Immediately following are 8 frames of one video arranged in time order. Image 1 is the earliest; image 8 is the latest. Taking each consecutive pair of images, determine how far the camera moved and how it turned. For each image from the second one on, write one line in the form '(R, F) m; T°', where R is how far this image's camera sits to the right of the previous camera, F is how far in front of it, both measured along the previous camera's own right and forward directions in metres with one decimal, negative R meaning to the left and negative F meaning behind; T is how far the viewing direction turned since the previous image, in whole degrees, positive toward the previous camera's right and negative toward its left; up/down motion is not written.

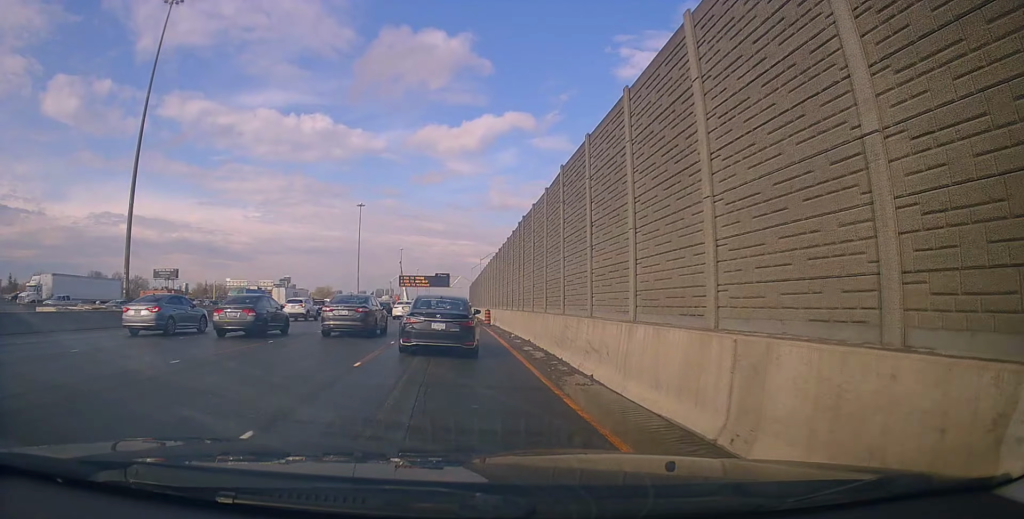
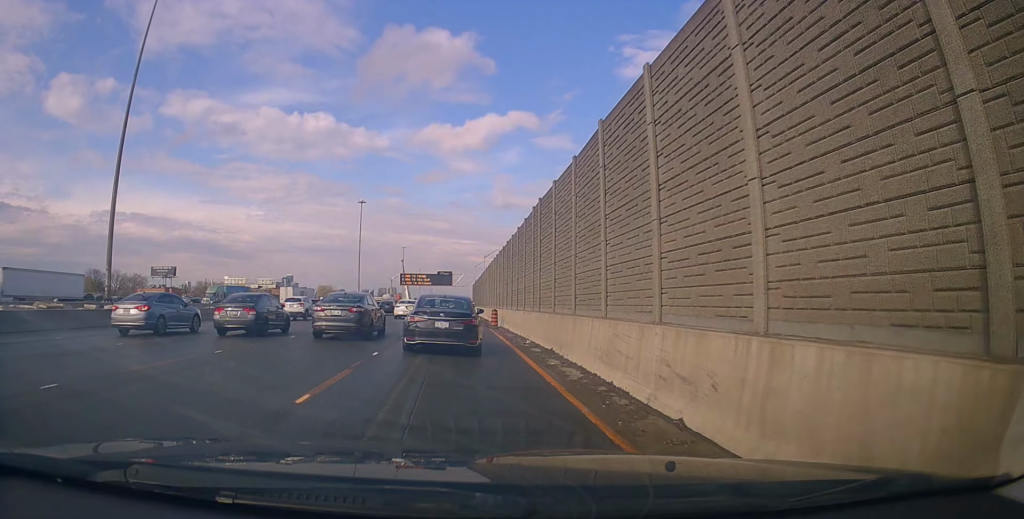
(-0.4, +4.1) m; -2°
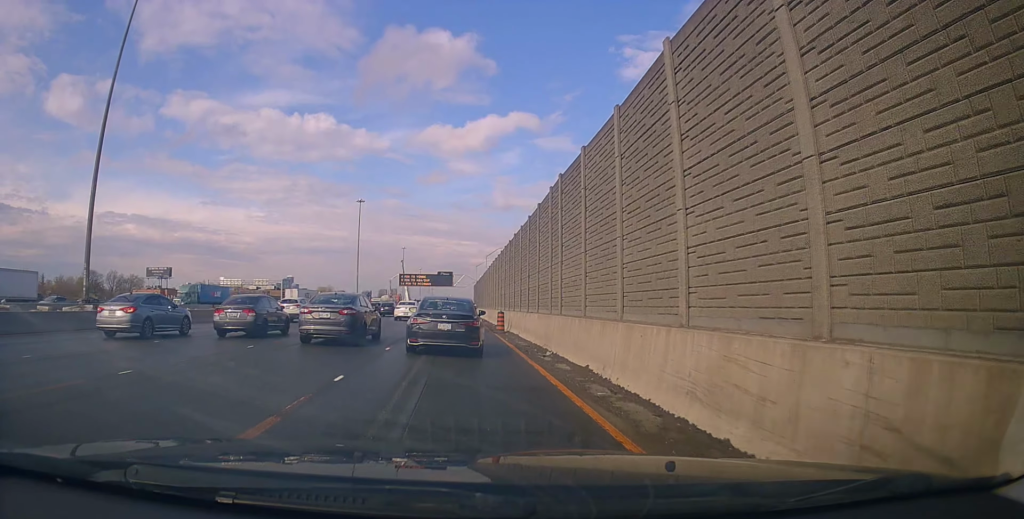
(0.0, +4.1) m; +1°
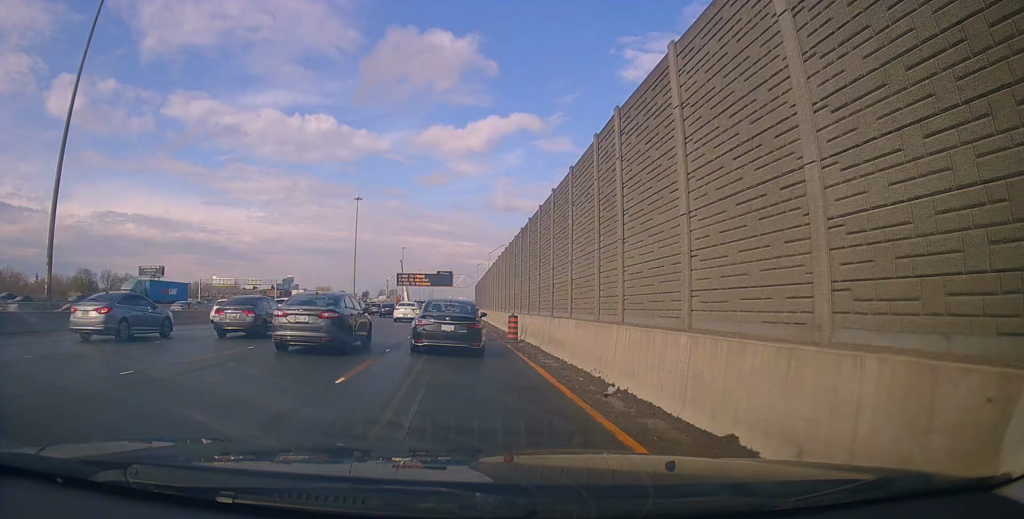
(+0.1, +6.0) m; +4°
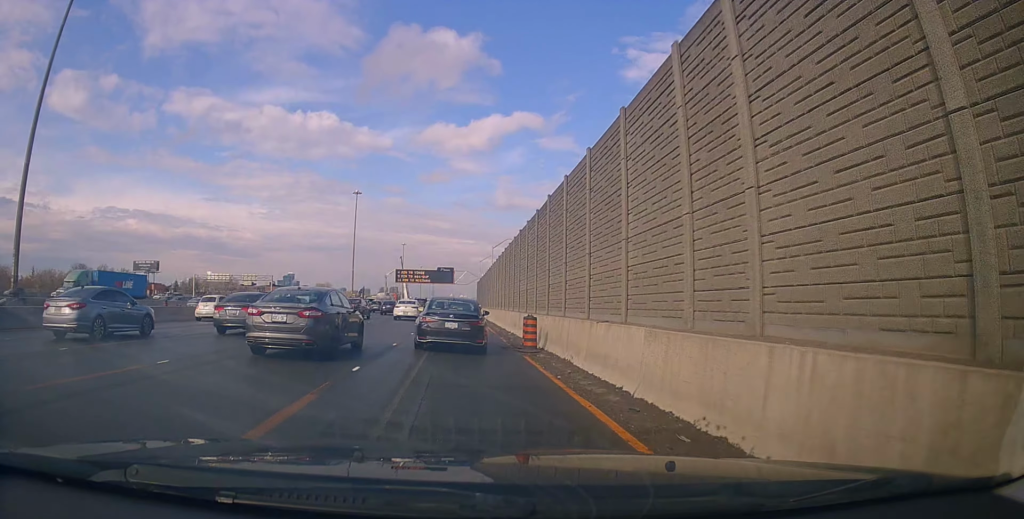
(+0.3, +4.9) m; +1°
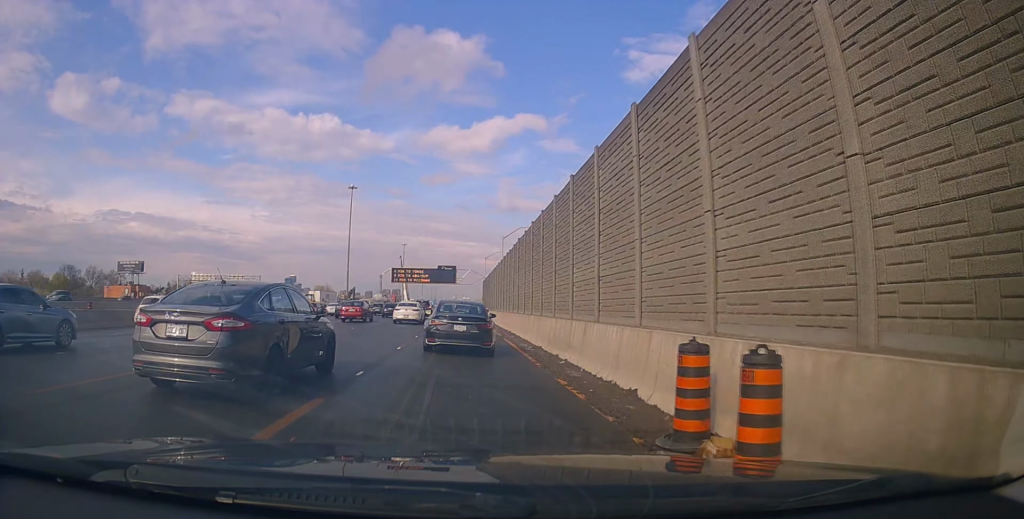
(+0.1, +12.5) m; -3°
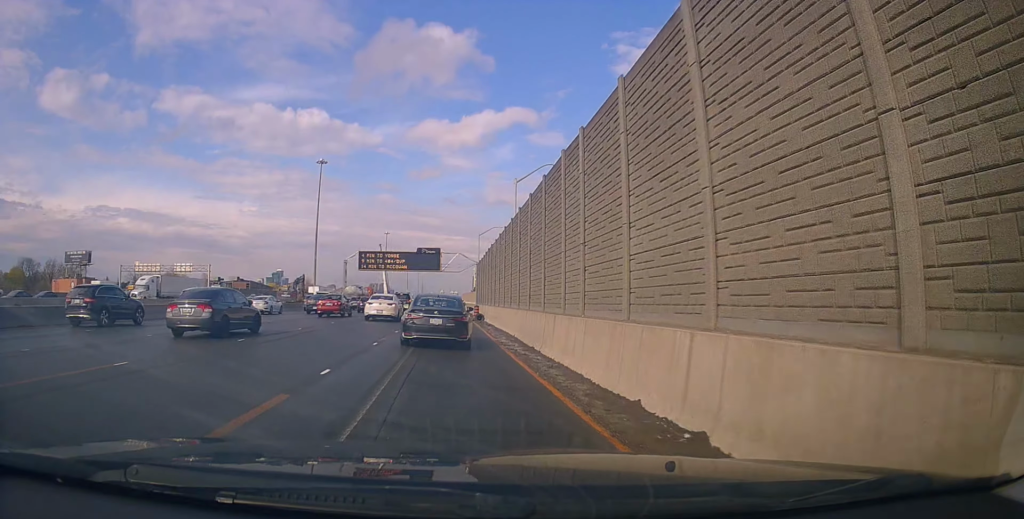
(-0.4, +25.0) m; +2°
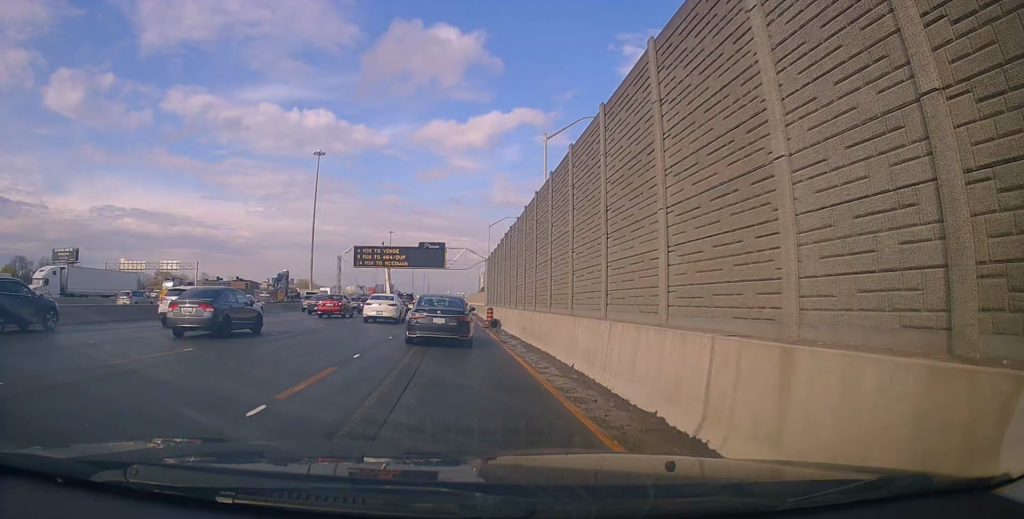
(+0.3, +9.4) m; -1°
